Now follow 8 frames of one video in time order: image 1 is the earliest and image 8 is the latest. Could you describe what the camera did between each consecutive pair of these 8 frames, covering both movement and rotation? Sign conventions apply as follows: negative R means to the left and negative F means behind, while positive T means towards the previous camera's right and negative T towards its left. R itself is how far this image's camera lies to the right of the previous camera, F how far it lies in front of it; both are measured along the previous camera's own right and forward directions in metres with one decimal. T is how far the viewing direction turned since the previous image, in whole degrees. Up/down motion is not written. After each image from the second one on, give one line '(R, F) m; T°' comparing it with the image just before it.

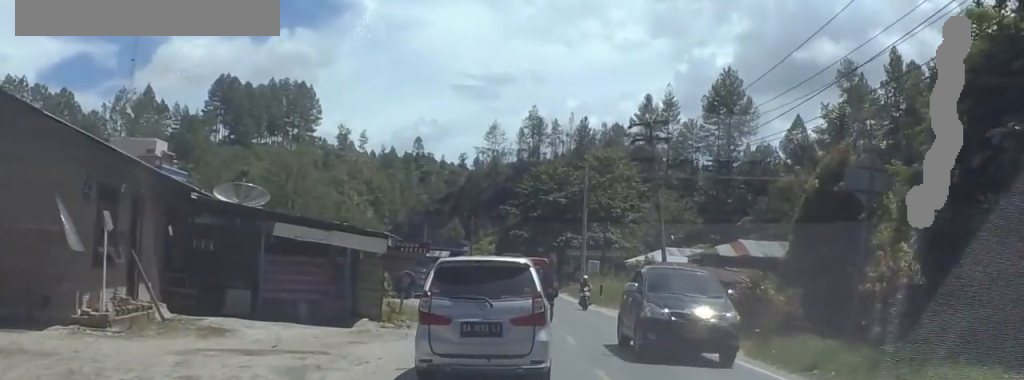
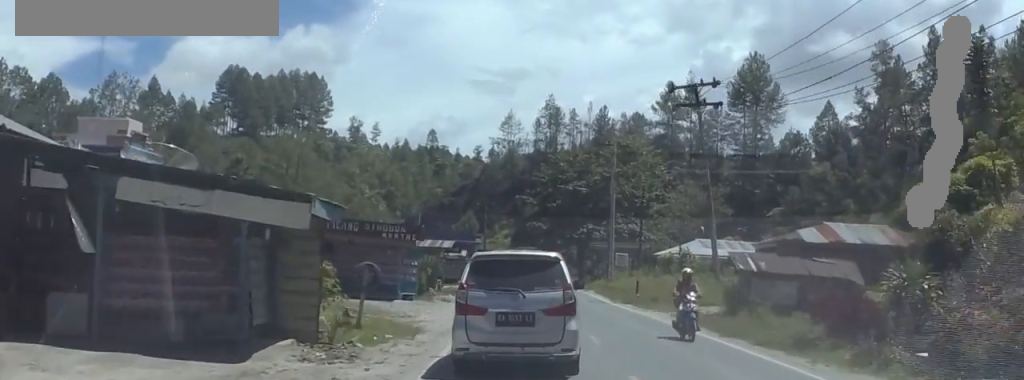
(+0.6, +10.8) m; +7°
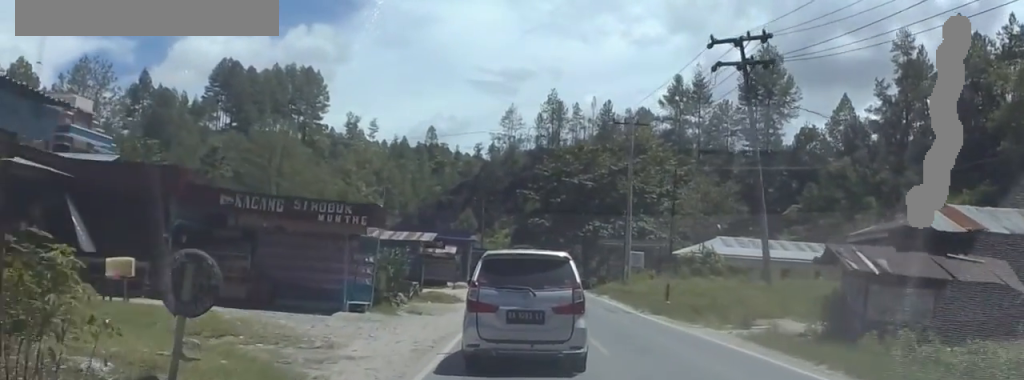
(+0.2, +10.2) m; -7°
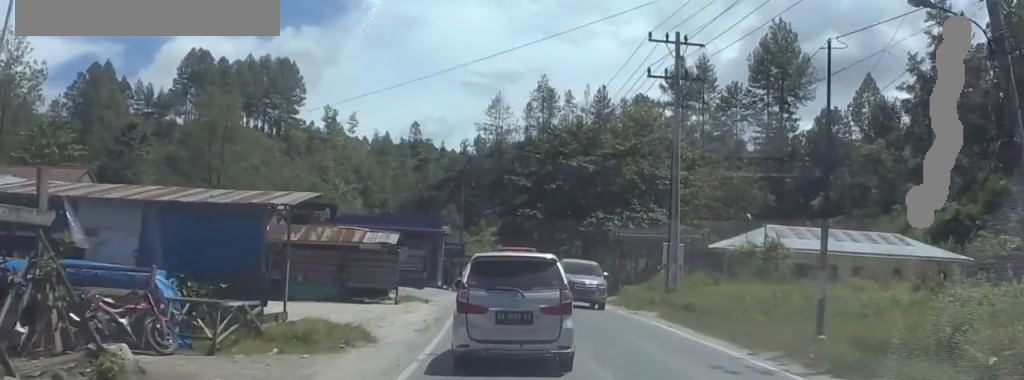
(-0.1, +19.7) m; 0°
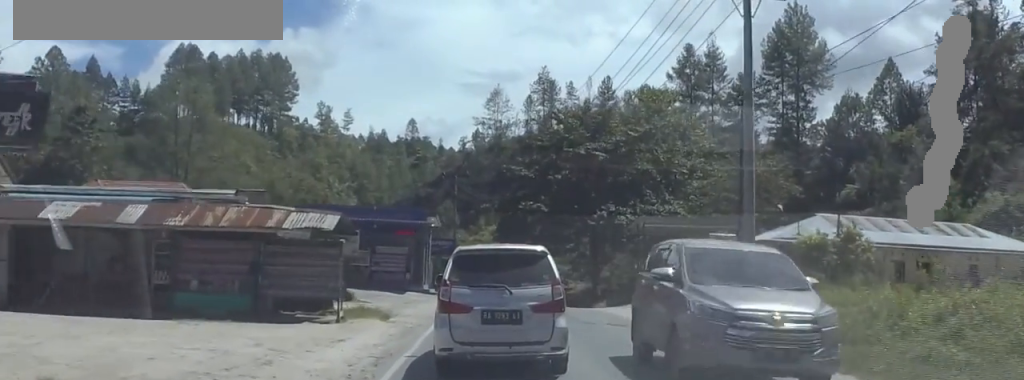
(-0.4, +10.9) m; 0°
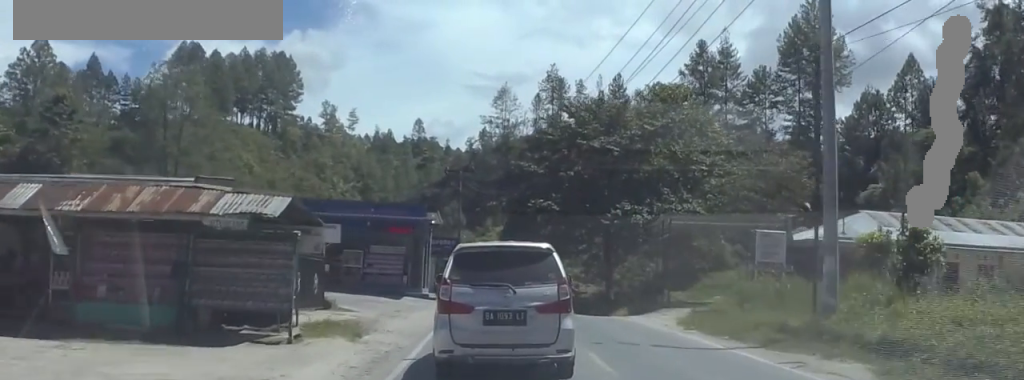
(+0.2, +5.7) m; +1°
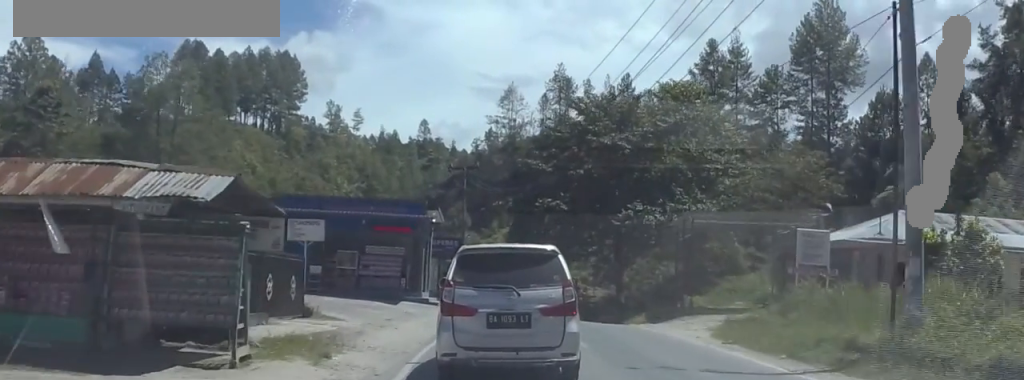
(-0.5, +3.9) m; 0°
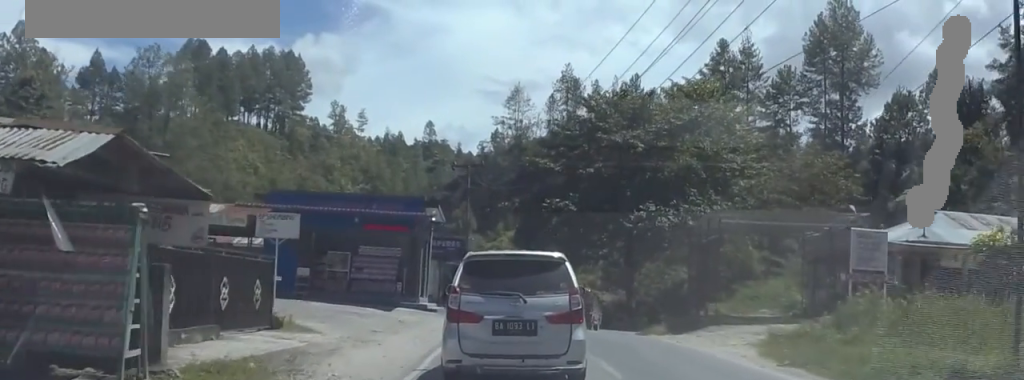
(0.0, +4.3) m; 0°
